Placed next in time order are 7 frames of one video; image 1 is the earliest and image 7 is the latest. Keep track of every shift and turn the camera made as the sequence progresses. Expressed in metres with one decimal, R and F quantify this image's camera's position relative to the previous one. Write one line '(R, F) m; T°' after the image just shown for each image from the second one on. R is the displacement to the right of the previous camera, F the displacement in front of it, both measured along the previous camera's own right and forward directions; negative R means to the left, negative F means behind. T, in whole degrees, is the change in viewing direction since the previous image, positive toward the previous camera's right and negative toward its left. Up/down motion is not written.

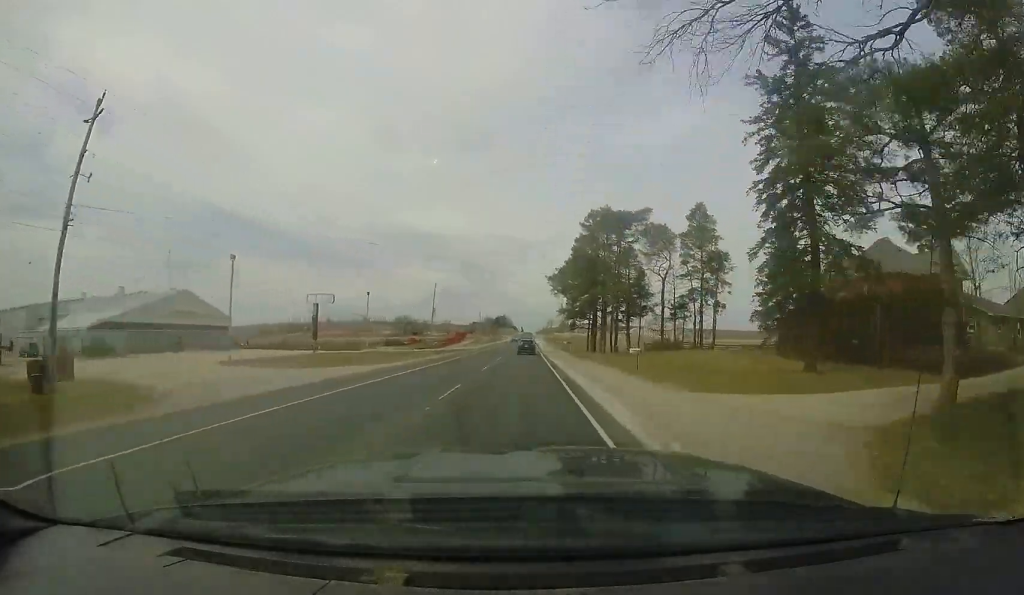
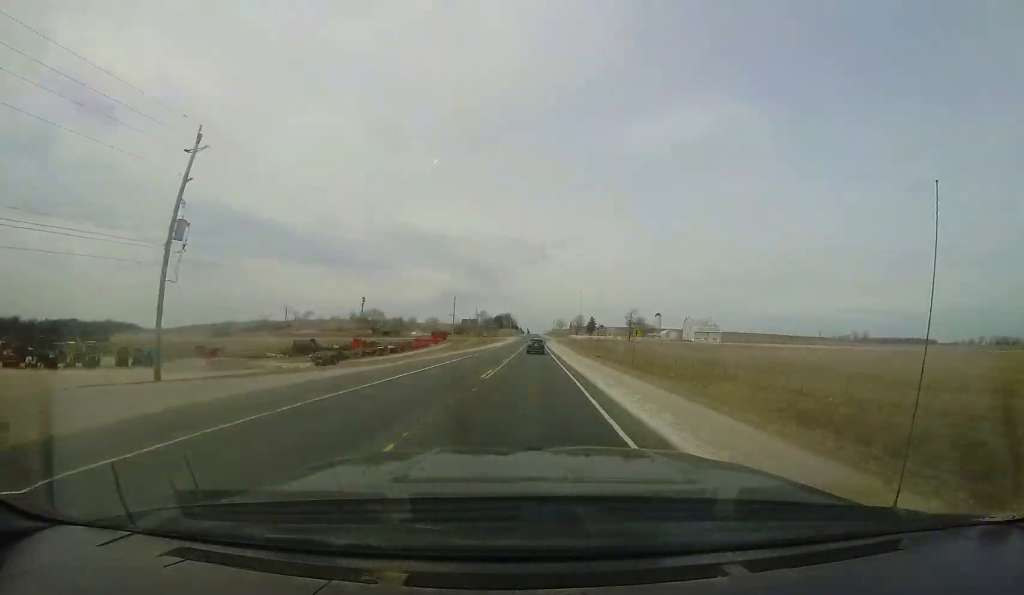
(-0.6, +61.5) m; -1°
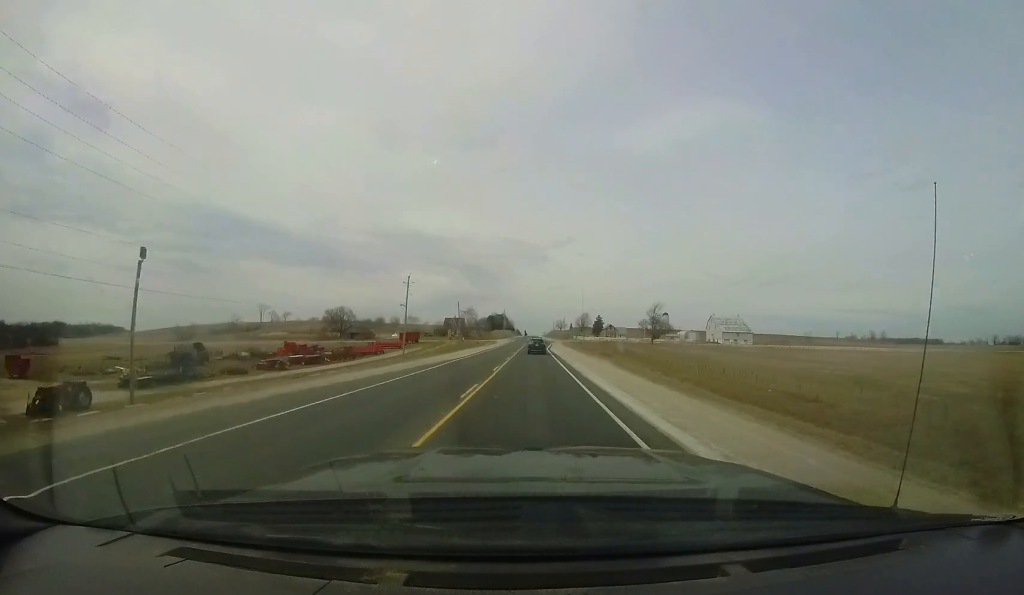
(-0.1, +32.5) m; 0°
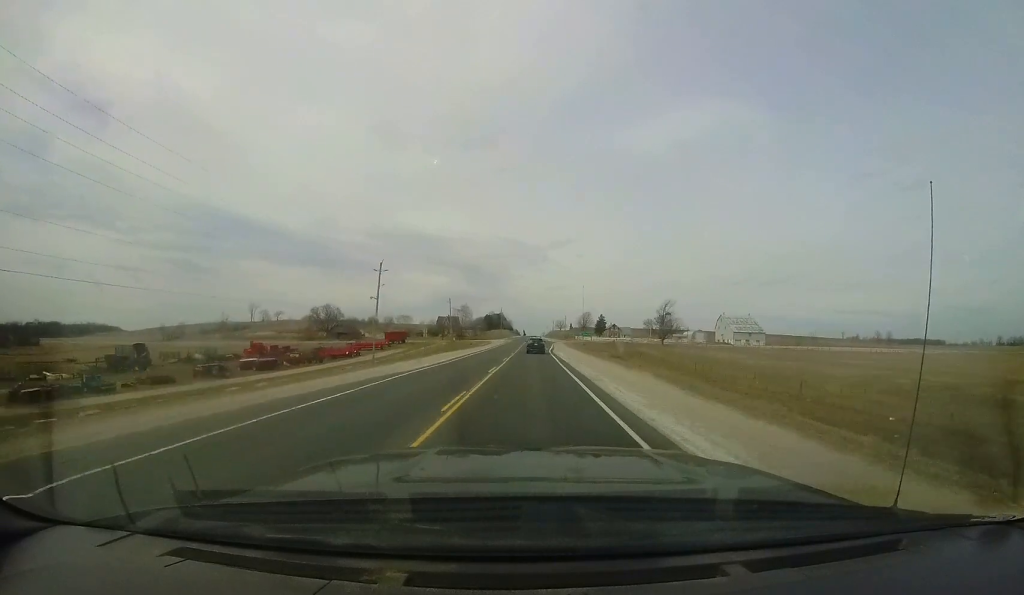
(0.0, +10.6) m; 0°
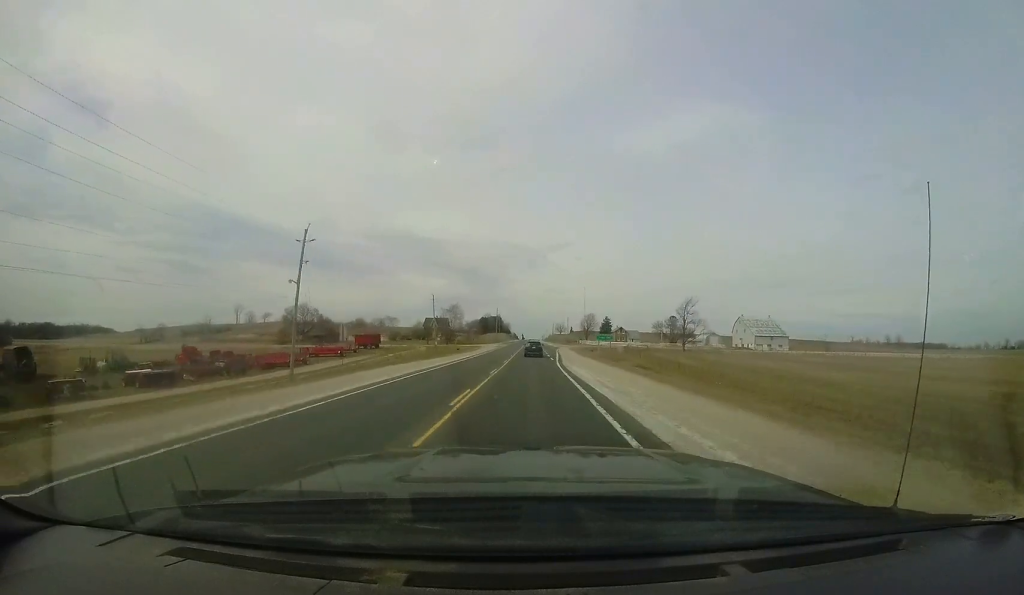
(0.0, +16.6) m; 0°
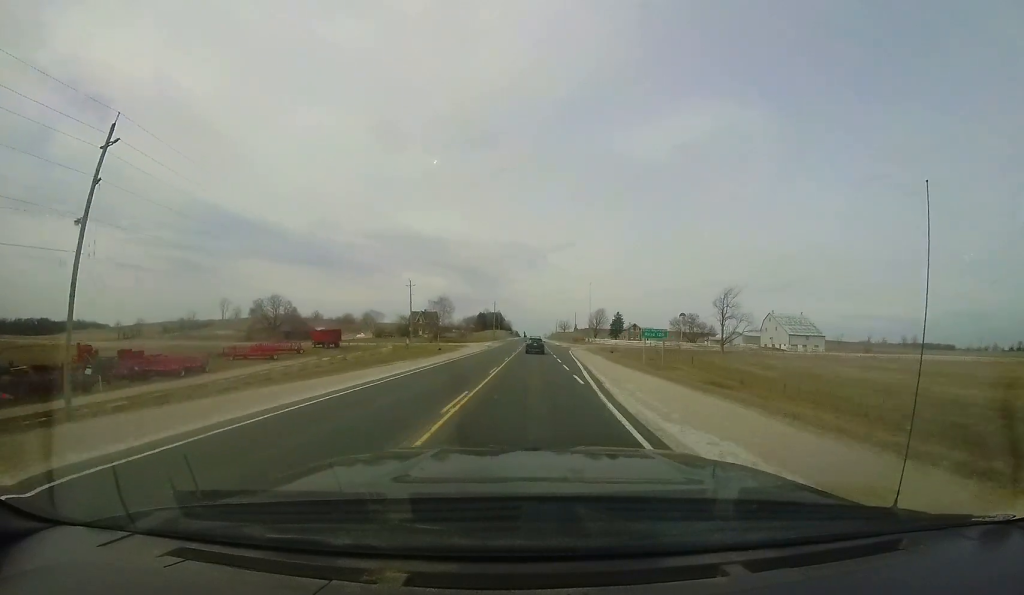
(+0.2, +18.9) m; -1°
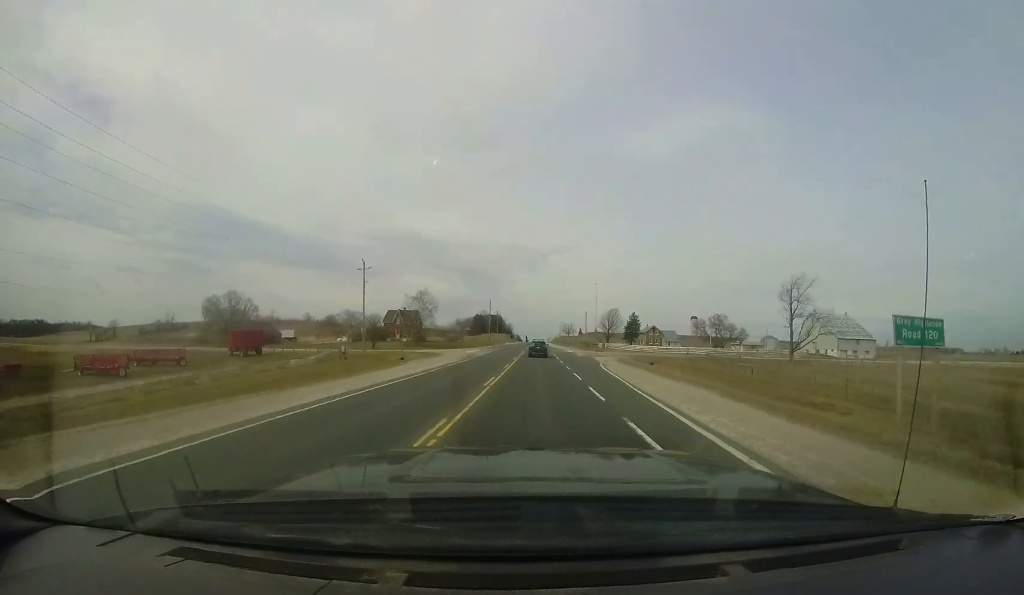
(-0.4, +21.3) m; 0°
